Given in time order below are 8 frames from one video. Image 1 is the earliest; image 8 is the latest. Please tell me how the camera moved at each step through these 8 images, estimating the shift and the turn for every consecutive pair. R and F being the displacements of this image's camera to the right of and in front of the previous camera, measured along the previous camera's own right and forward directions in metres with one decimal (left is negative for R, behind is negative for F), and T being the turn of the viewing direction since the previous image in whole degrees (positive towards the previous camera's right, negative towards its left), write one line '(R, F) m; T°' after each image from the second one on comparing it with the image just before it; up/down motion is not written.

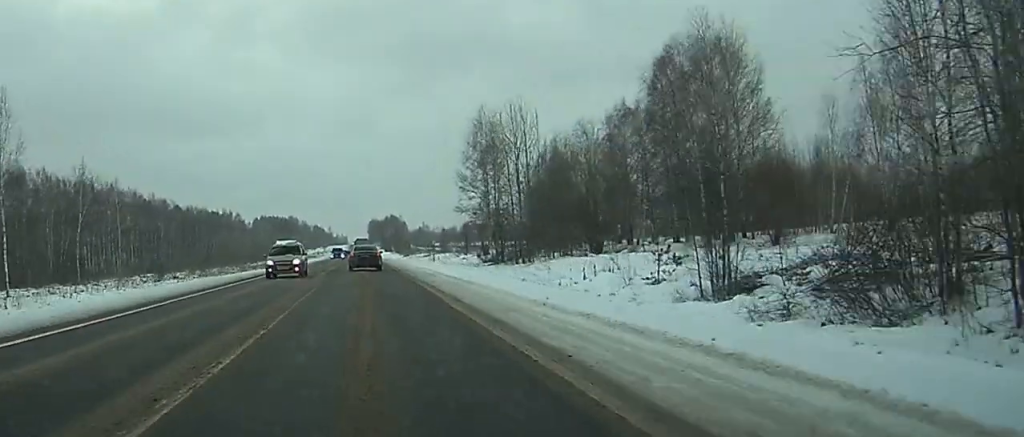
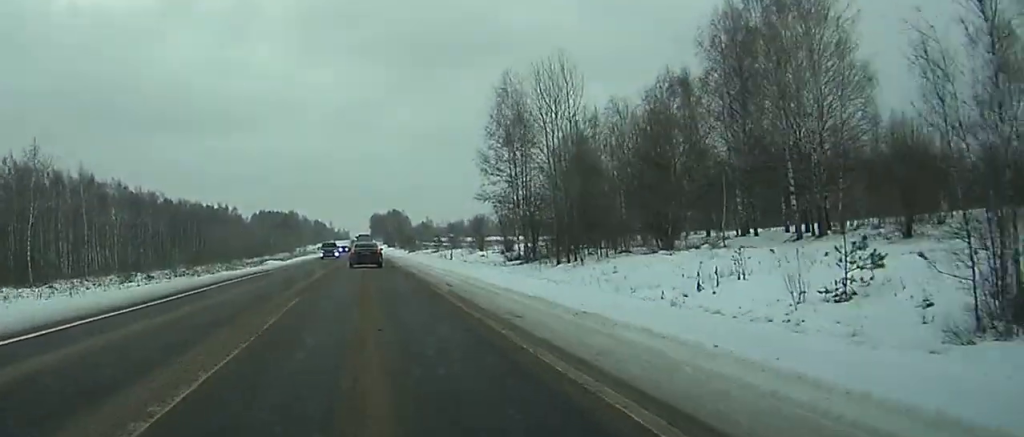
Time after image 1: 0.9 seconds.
(-0.5, +16.1) m; -2°
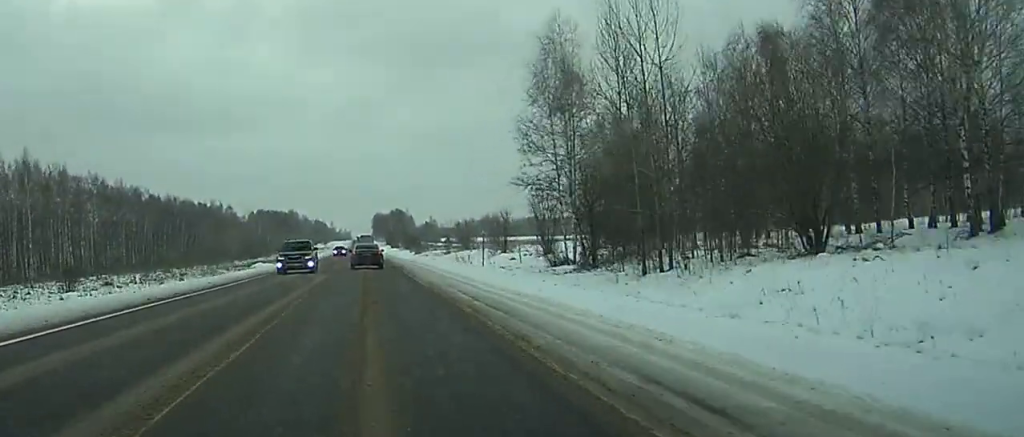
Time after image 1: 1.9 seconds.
(0.0, +19.2) m; +1°
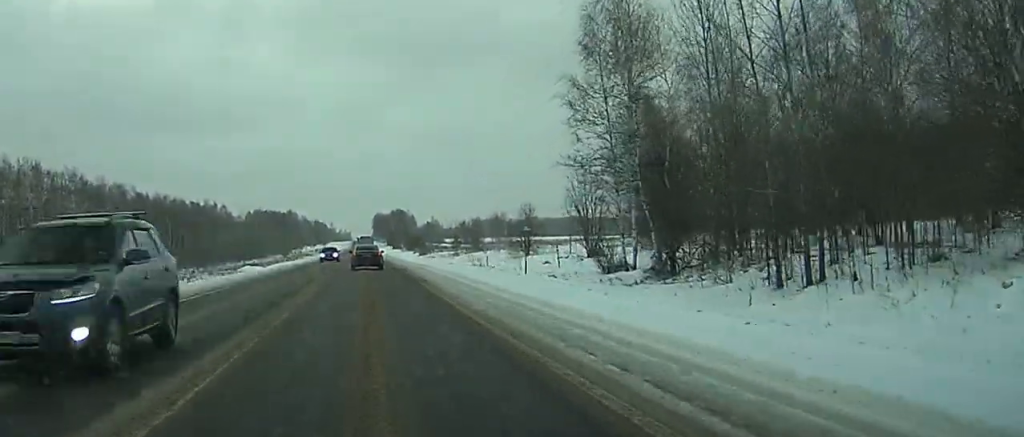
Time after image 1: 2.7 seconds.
(+0.1, +14.8) m; 0°
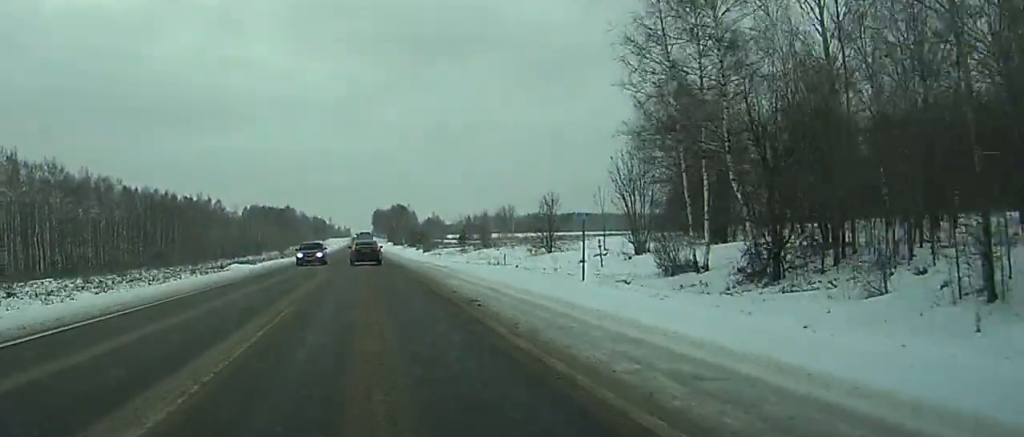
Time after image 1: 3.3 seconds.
(0.0, +11.1) m; 0°
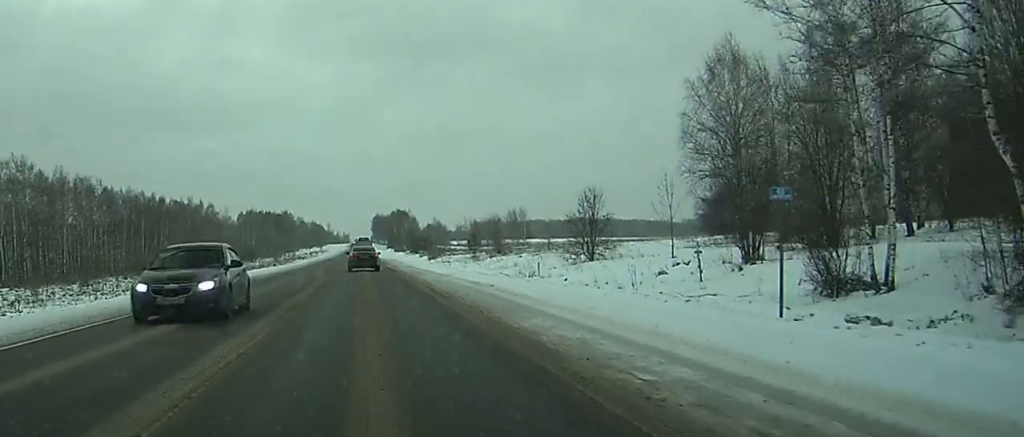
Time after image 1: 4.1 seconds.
(0.0, +14.9) m; 0°
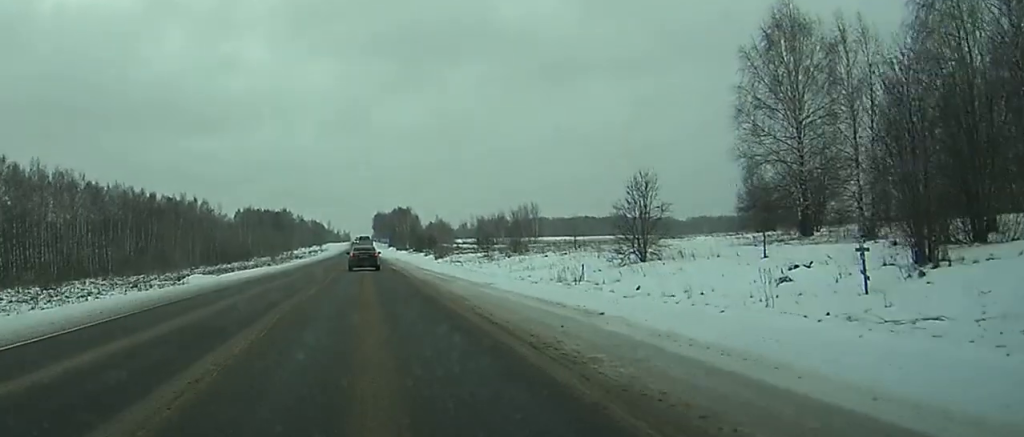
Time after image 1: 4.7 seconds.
(0.0, +11.9) m; 0°
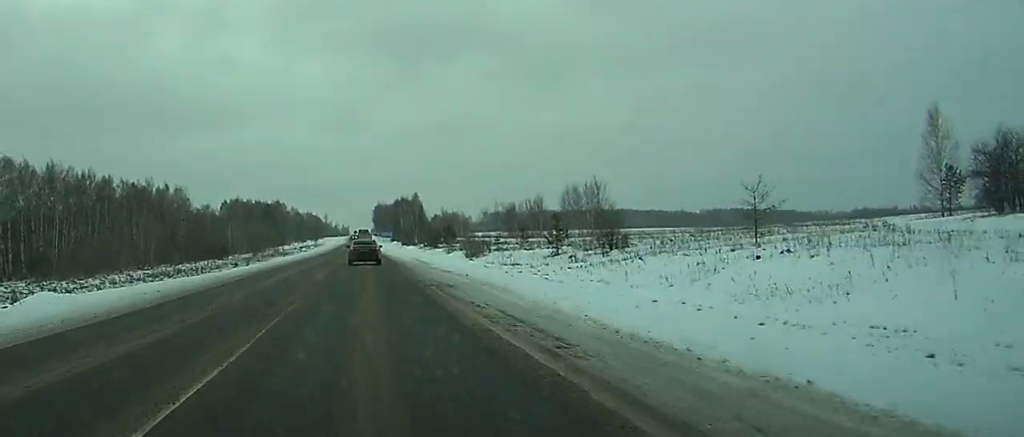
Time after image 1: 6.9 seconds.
(+0.2, +41.4) m; 0°
